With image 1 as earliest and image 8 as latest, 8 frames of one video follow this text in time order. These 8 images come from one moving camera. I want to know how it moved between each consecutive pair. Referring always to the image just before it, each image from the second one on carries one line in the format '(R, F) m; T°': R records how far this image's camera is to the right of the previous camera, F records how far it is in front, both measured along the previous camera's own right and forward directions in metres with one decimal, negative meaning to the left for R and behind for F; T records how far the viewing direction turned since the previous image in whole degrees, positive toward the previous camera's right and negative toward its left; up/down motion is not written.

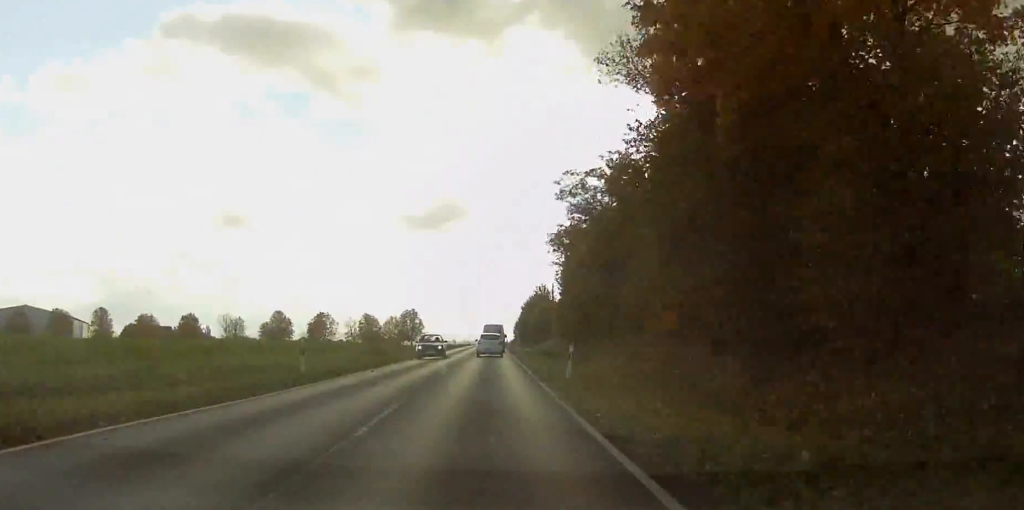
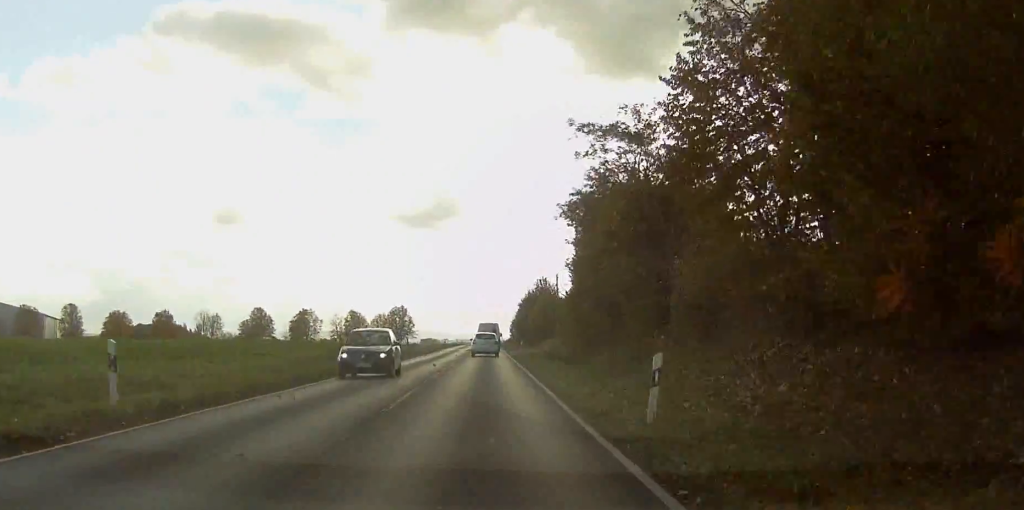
(+0.2, +13.4) m; 0°
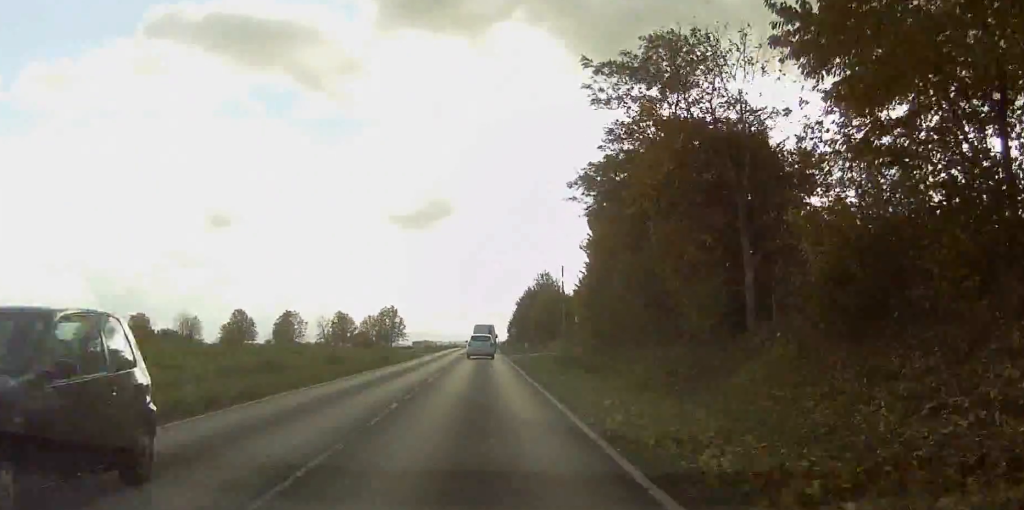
(-0.1, +11.5) m; 0°
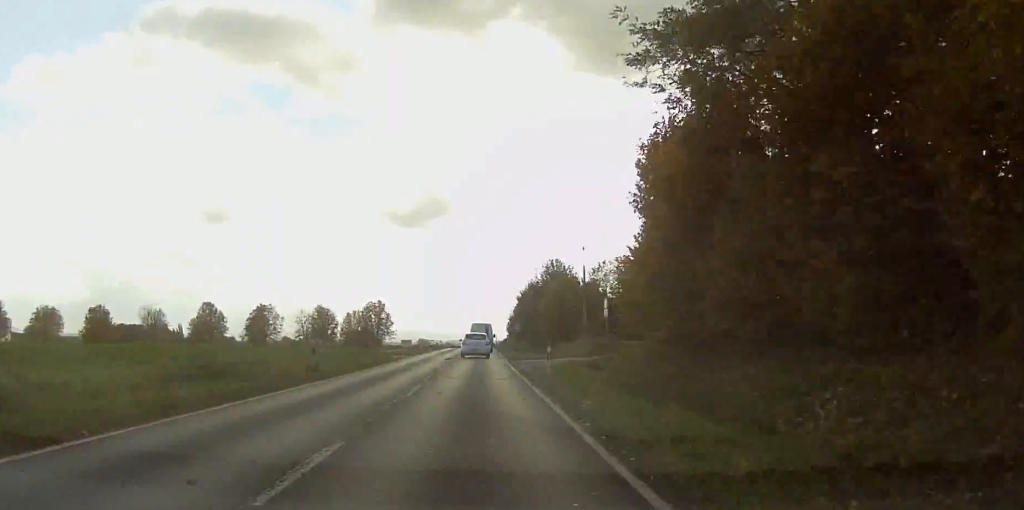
(-0.1, +18.5) m; 0°
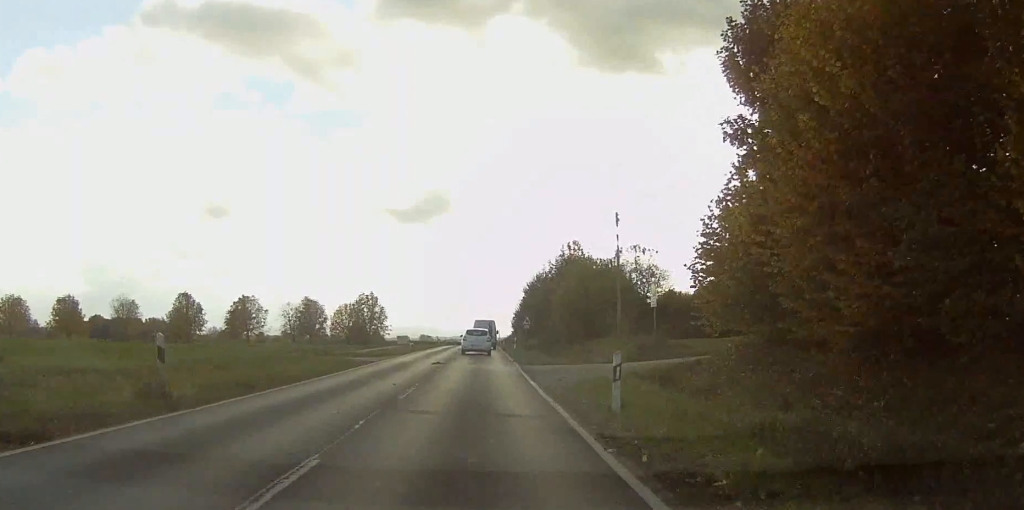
(+0.3, +13.8) m; 0°
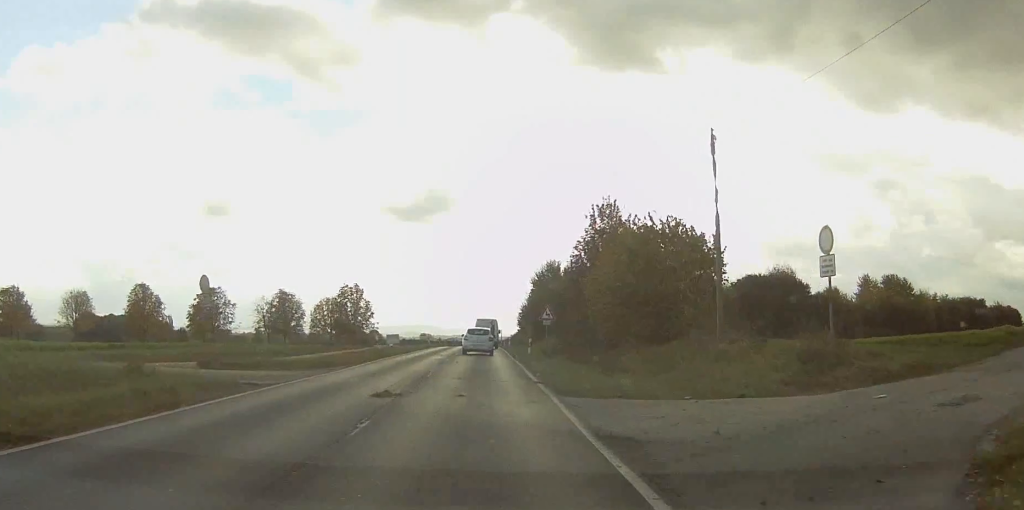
(-0.3, +19.5) m; -1°
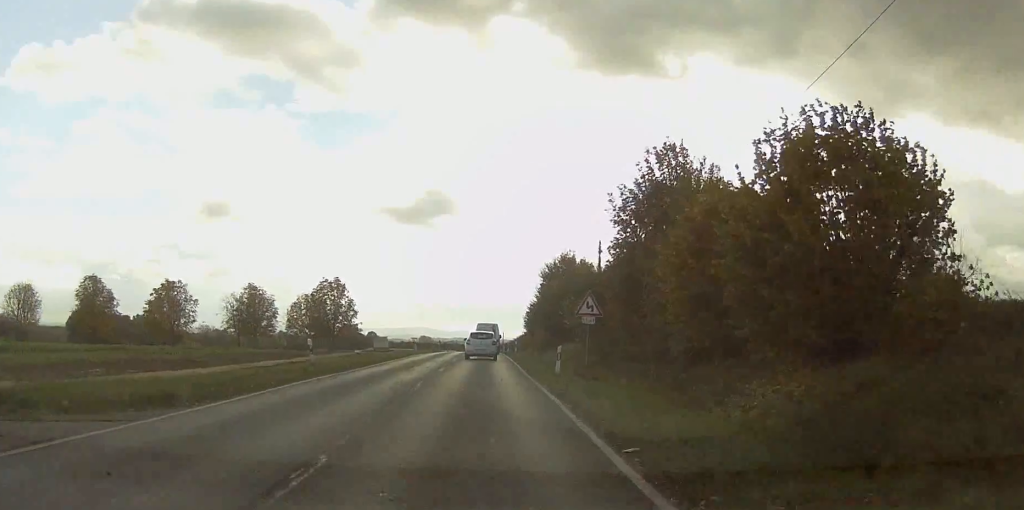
(0.0, +17.3) m; 0°
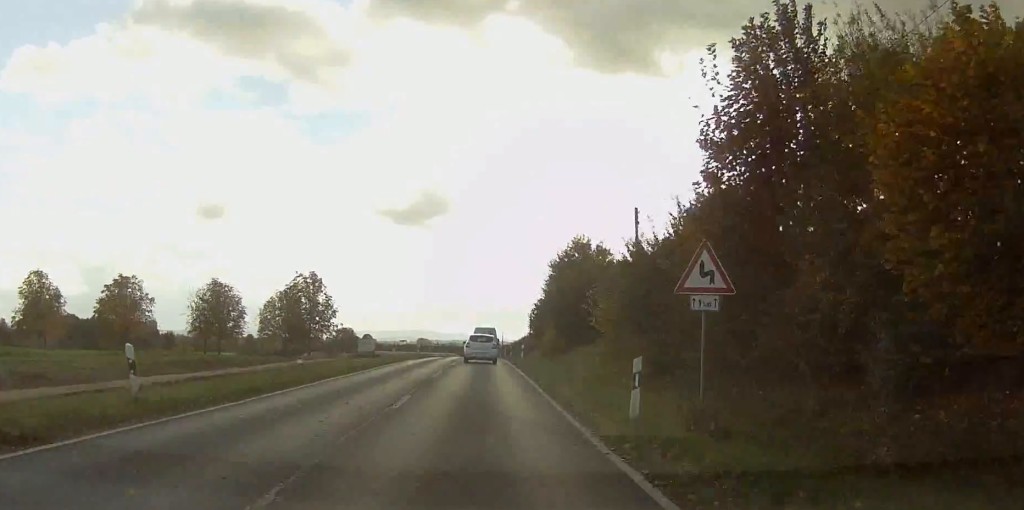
(+0.1, +14.3) m; 0°
